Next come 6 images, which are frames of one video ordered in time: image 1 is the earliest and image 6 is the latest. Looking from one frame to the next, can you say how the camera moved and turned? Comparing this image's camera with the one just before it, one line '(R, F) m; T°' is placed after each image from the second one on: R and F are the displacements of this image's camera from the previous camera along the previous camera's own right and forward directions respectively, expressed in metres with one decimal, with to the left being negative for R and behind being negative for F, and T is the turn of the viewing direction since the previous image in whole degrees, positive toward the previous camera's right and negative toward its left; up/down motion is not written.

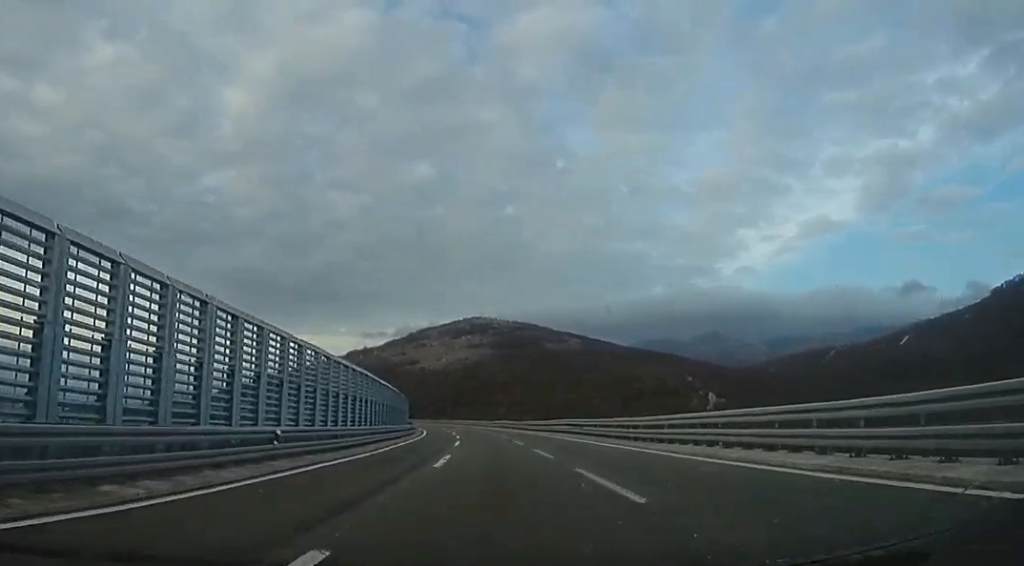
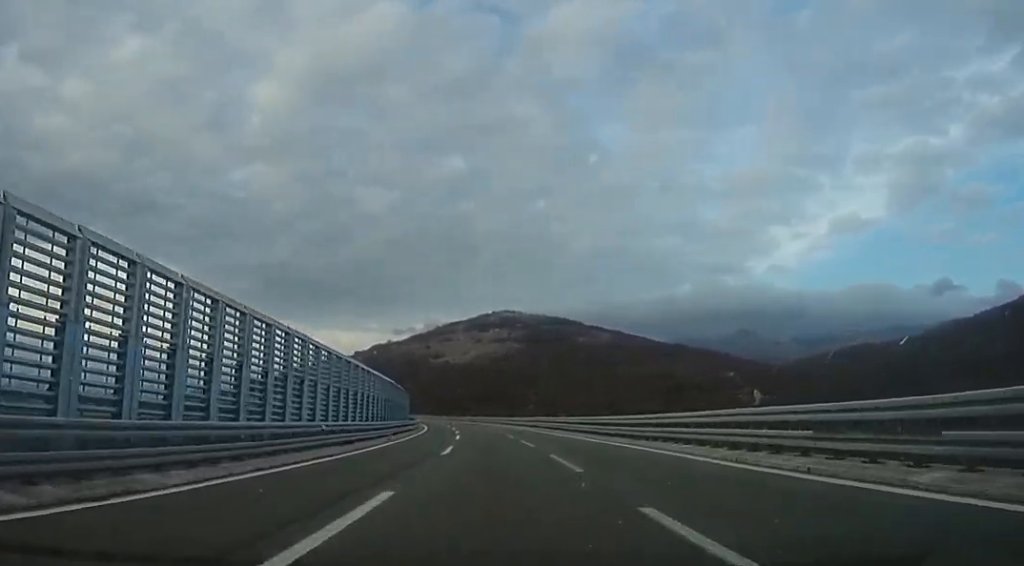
(-0.4, +31.0) m; -4°
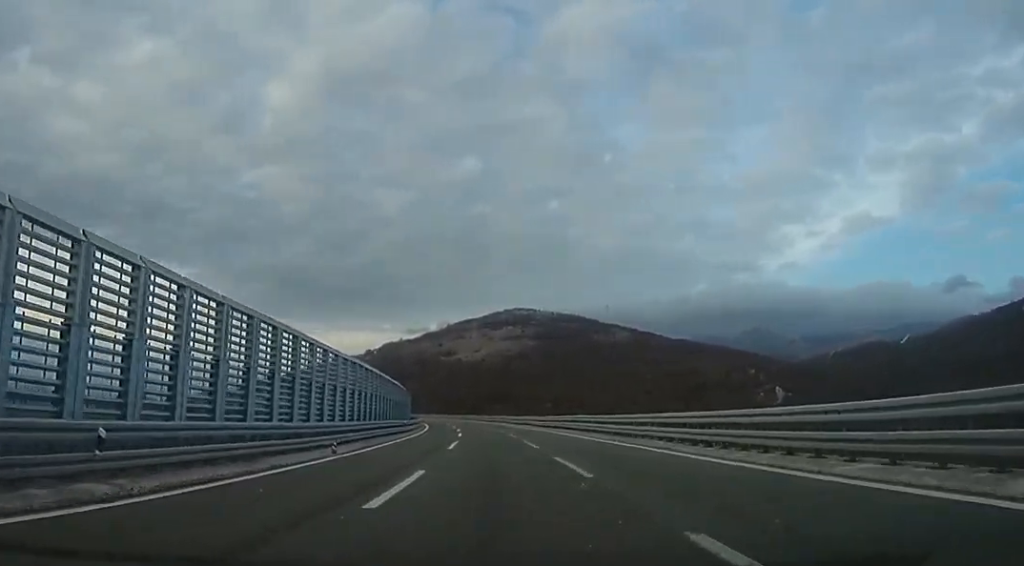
(-0.8, +13.8) m; -2°
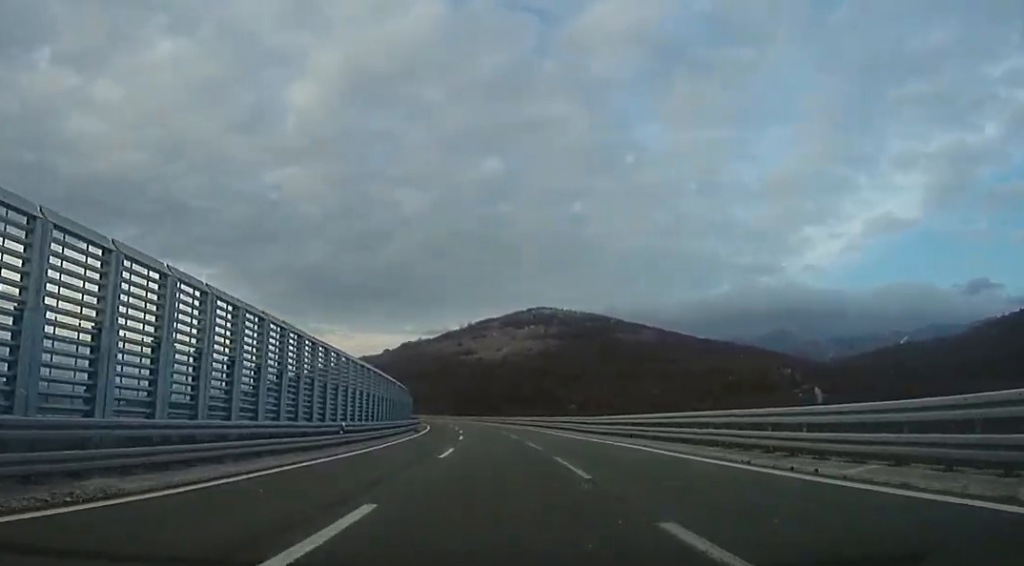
(-0.3, +23.9) m; 0°
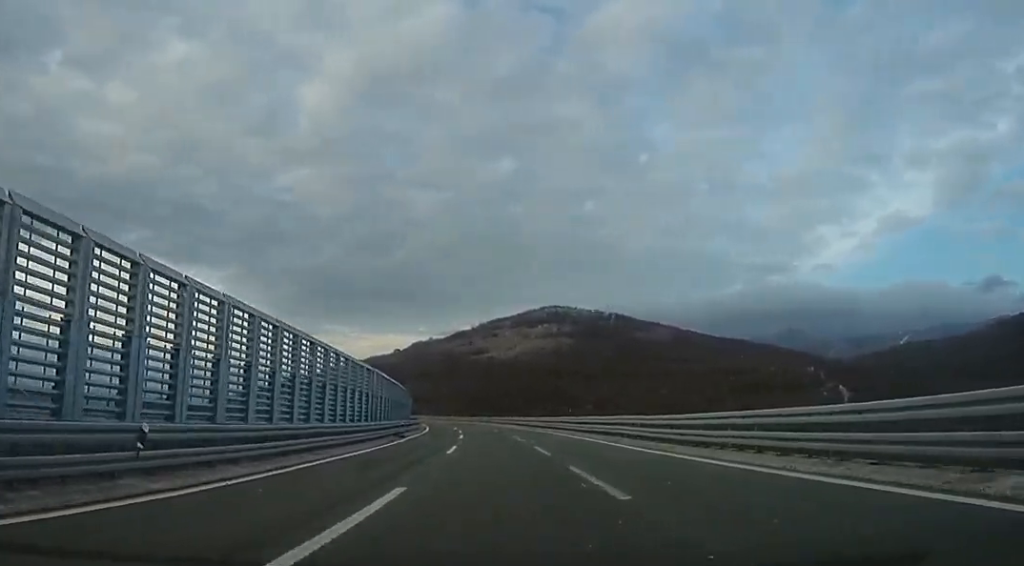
(+0.1, +15.4) m; 0°
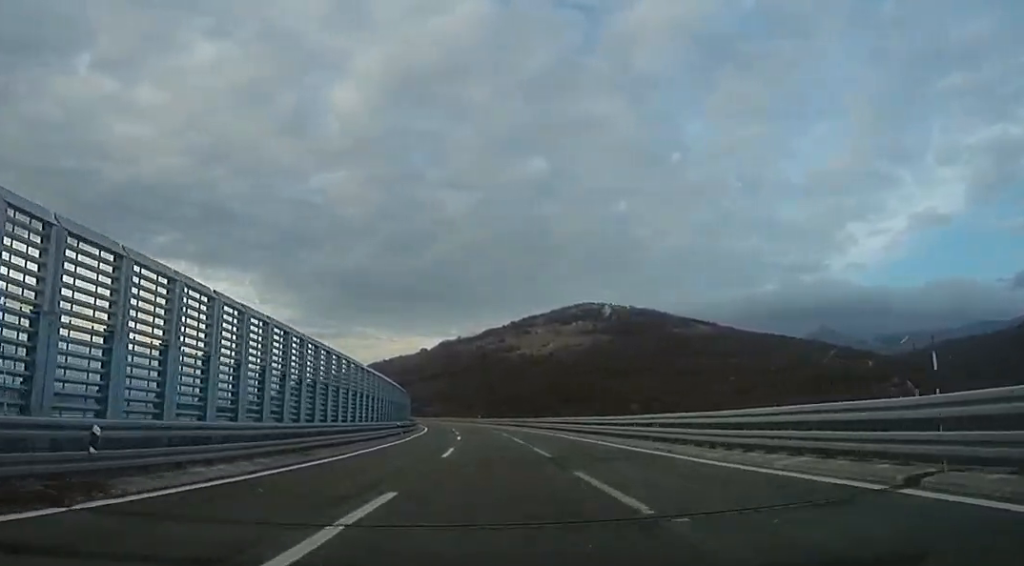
(-0.6, +38.0) m; -4°
